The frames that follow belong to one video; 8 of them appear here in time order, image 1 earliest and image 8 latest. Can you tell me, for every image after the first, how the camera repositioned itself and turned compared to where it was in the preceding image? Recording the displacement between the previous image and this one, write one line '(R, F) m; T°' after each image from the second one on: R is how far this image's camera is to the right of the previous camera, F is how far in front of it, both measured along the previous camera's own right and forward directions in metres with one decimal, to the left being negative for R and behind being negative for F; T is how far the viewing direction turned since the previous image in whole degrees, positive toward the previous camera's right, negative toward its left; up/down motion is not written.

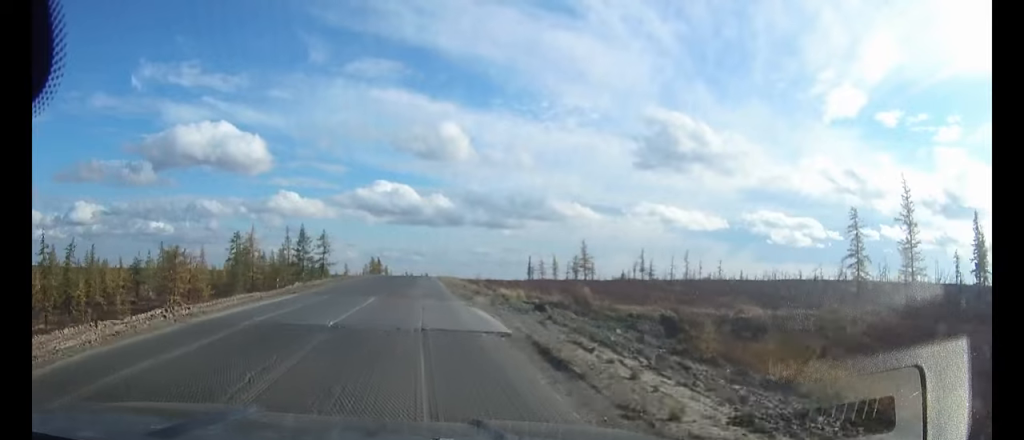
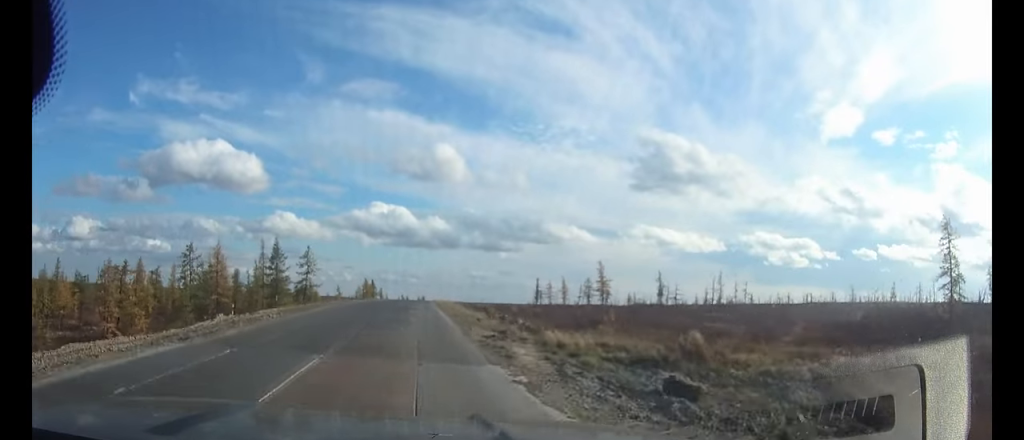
(+0.1, +12.3) m; 0°
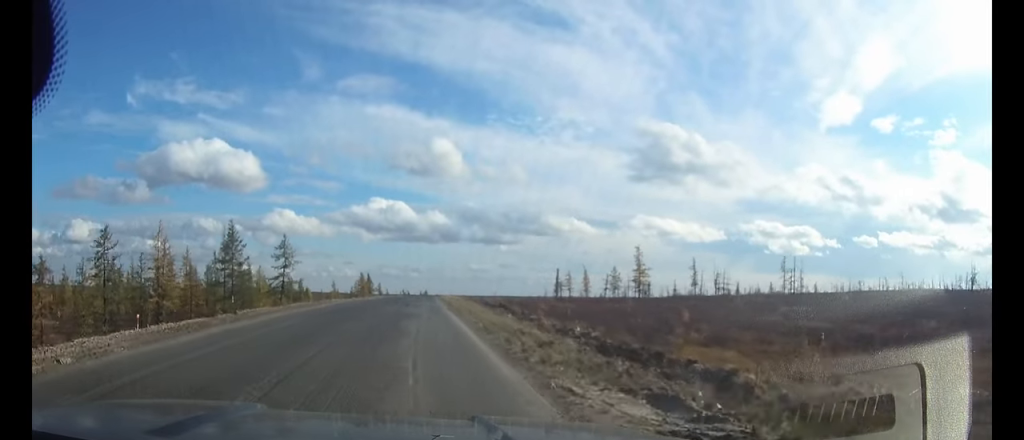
(0.0, +18.7) m; 0°
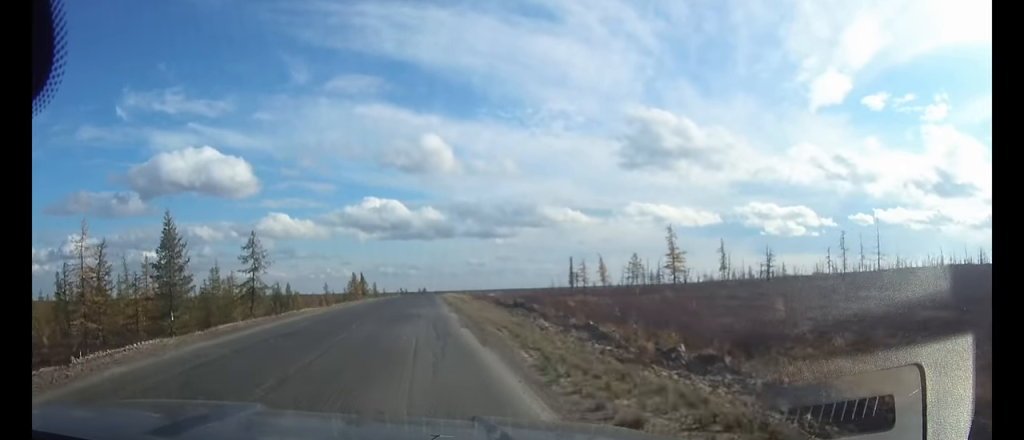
(0.0, +12.5) m; 0°
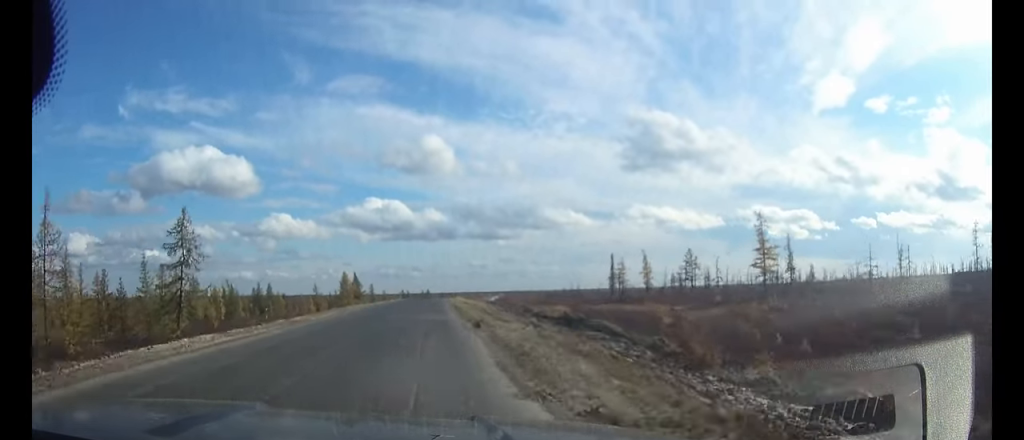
(0.0, +20.0) m; 0°
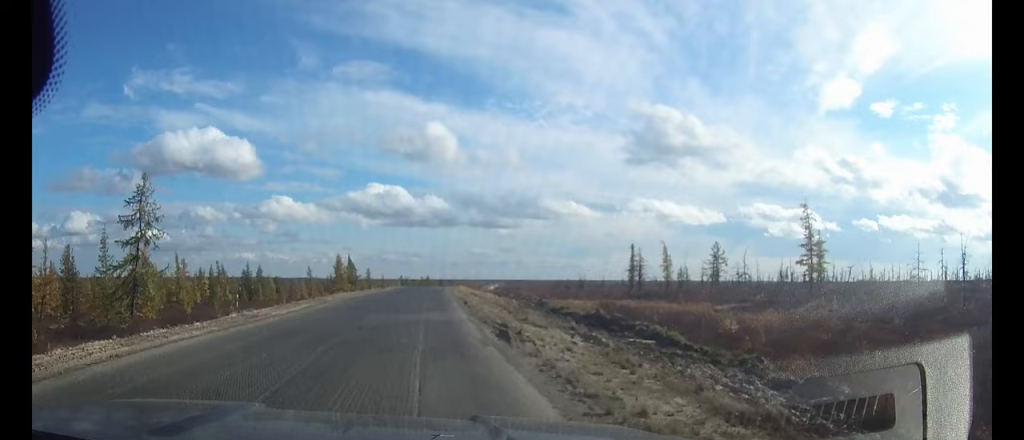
(0.0, +7.5) m; 0°
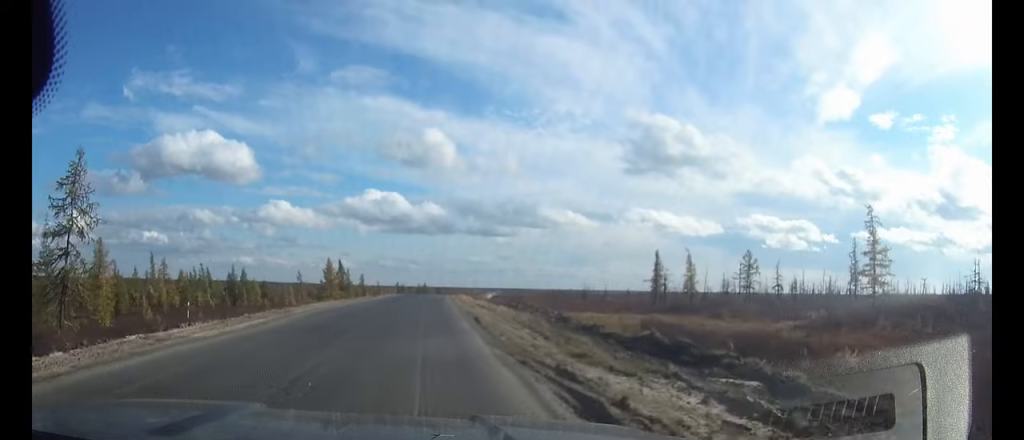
(0.0, +7.7) m; 0°
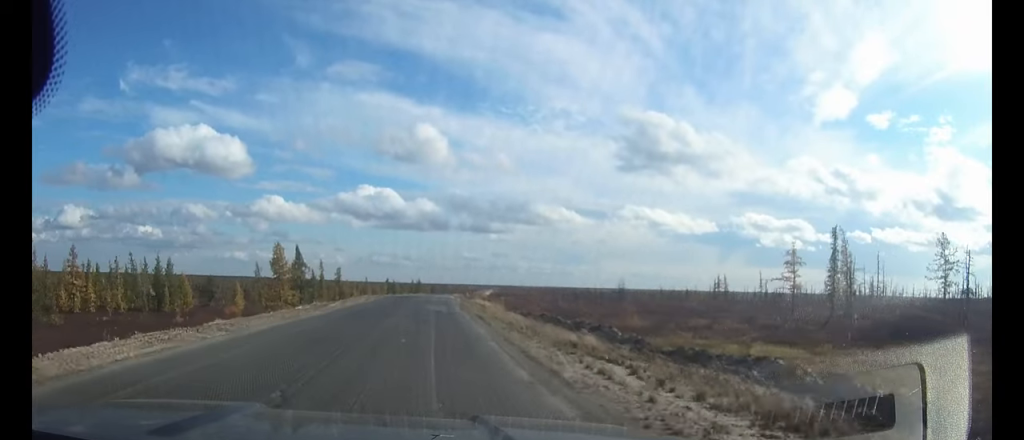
(+0.1, +26.5) m; +1°
